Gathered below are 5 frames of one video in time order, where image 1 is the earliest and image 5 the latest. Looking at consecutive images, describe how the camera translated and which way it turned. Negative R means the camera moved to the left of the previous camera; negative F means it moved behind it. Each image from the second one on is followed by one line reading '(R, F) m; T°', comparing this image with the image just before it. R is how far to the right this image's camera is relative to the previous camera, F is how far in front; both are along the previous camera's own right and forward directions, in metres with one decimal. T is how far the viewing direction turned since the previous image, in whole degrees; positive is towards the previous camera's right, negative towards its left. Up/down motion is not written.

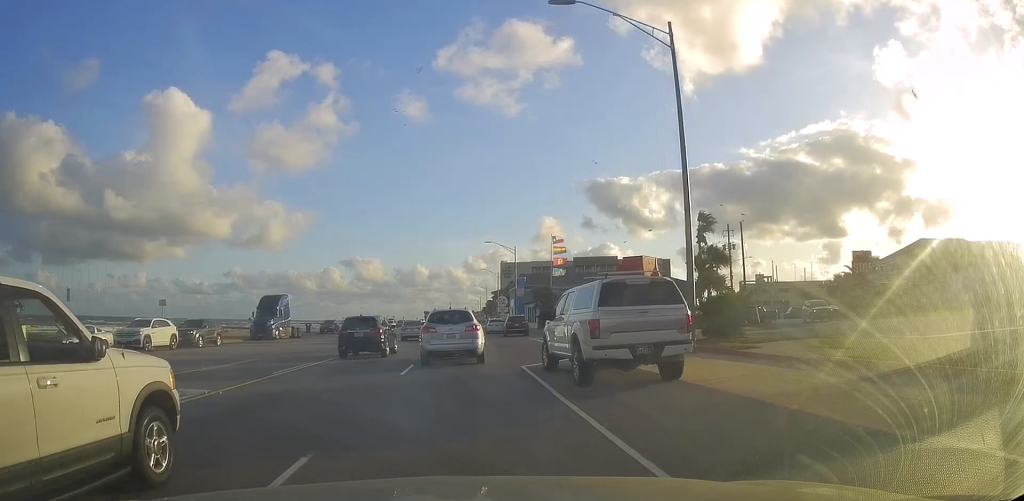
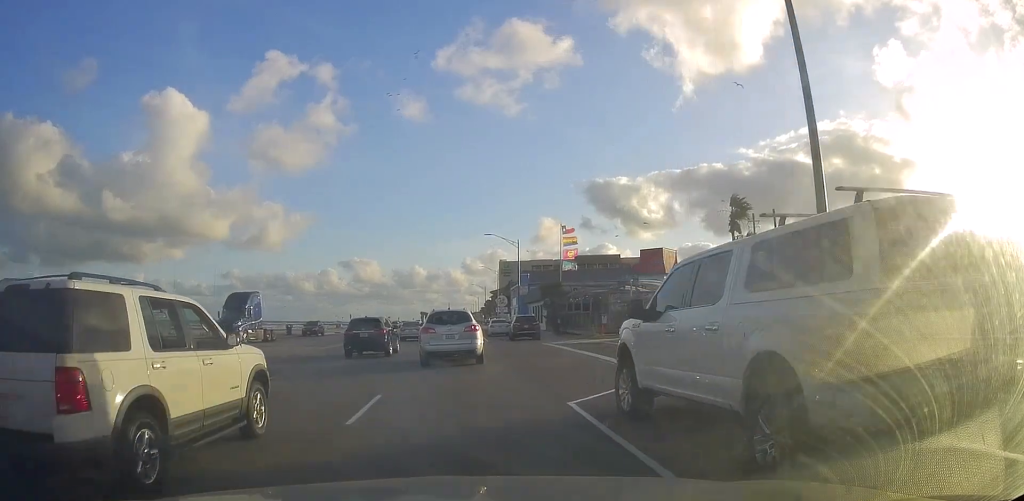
(-0.6, +7.7) m; -2°
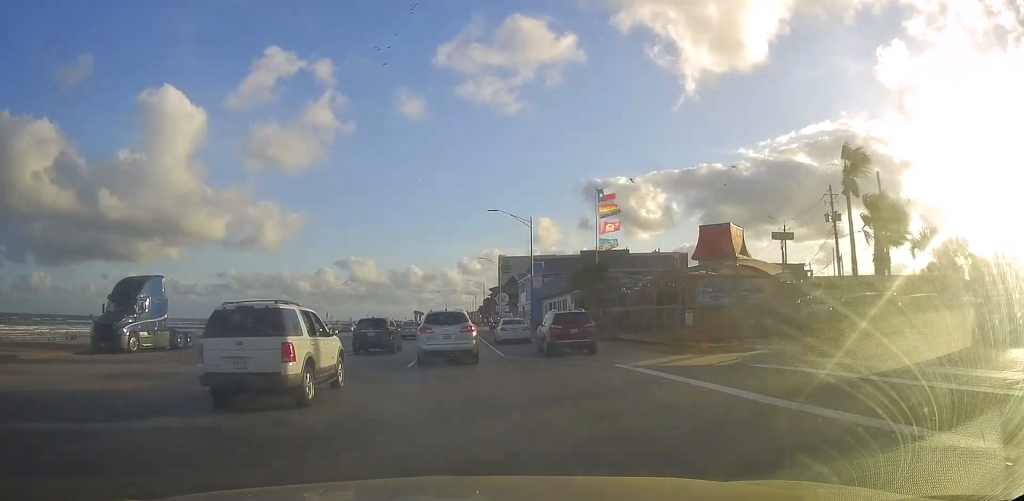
(+0.6, +16.2) m; +2°
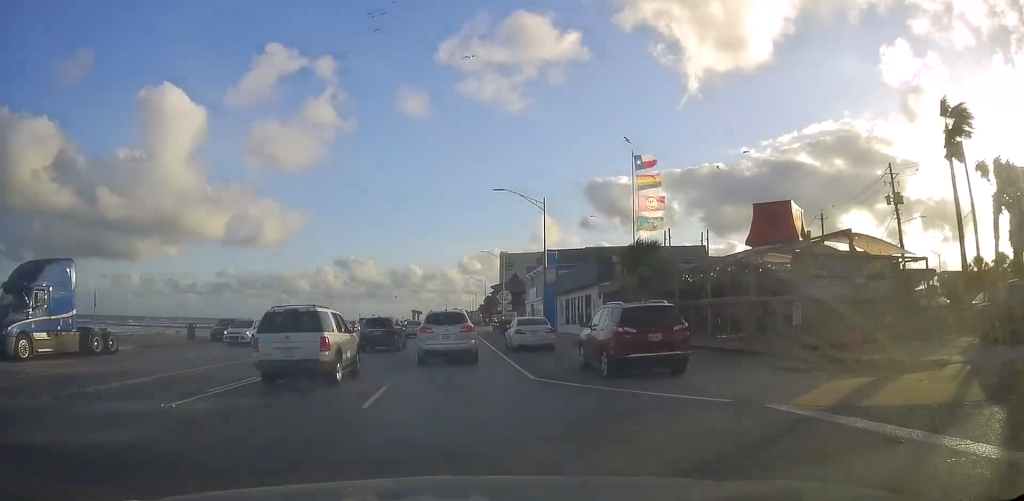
(0.0, +8.9) m; -1°
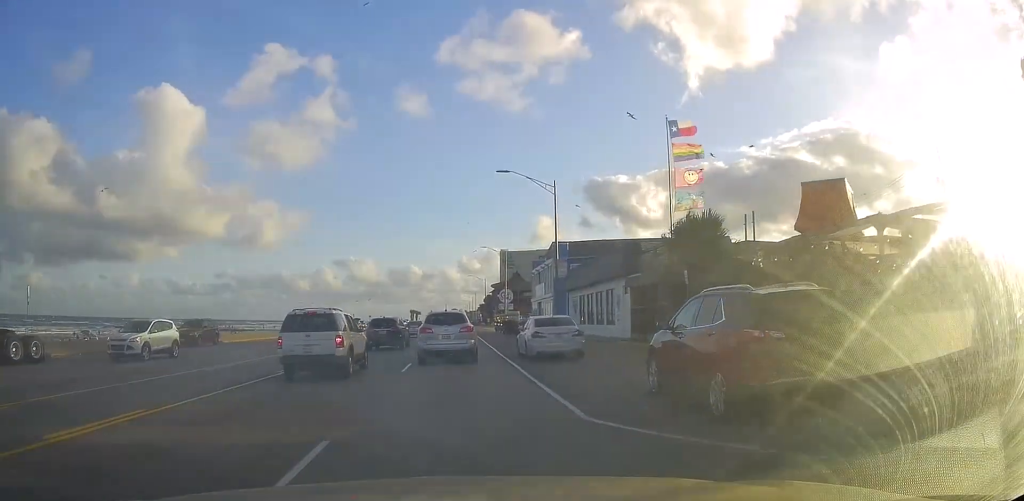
(+0.1, +6.0) m; -2°
